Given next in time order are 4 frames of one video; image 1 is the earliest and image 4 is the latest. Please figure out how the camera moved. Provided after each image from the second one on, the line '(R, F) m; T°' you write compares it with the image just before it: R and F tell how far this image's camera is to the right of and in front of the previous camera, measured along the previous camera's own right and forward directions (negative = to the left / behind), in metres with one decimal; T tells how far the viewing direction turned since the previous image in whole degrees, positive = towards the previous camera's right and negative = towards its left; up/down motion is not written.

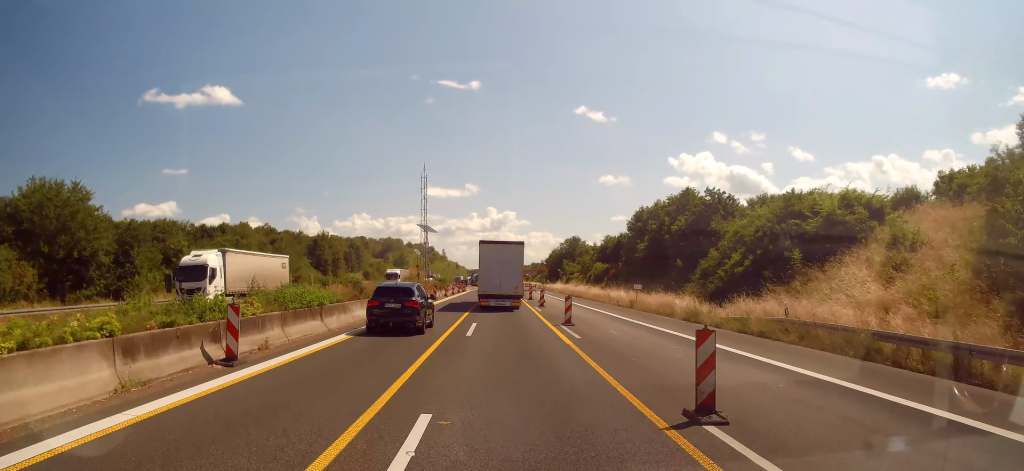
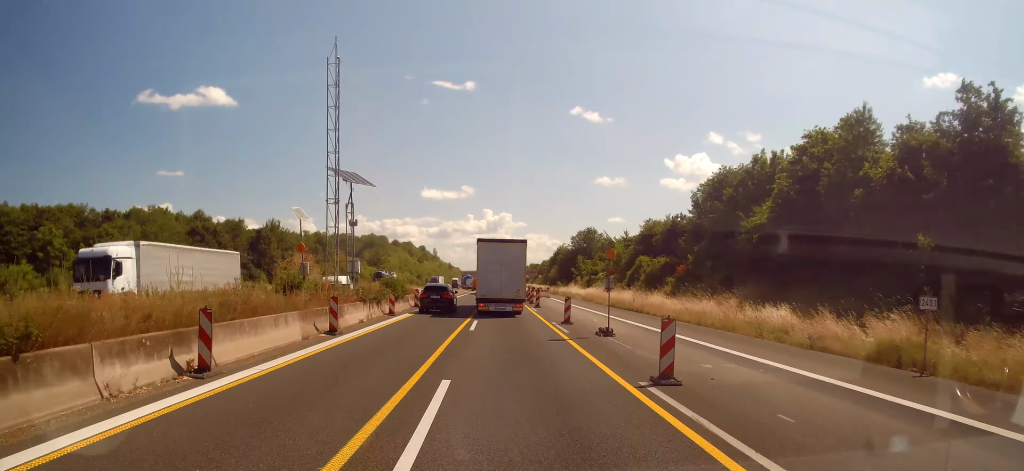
(+0.3, +32.3) m; 0°
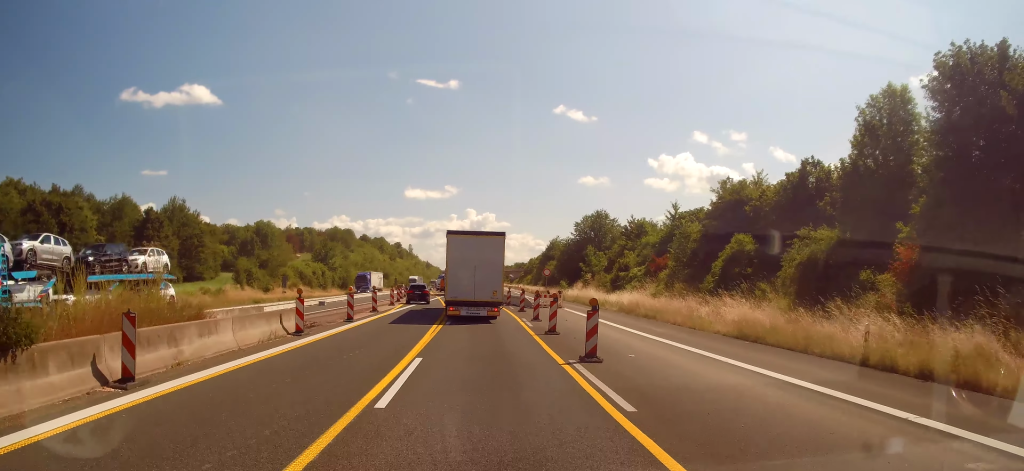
(-0.2, +31.9) m; +1°
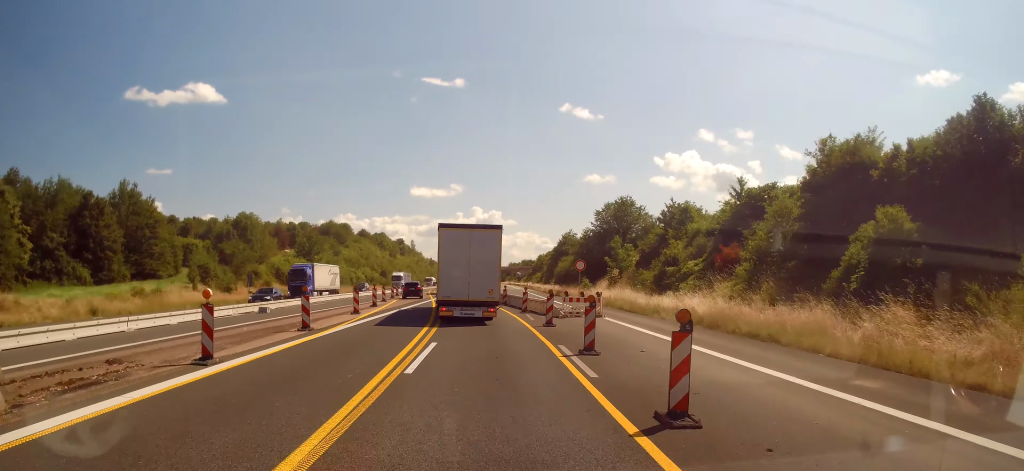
(+0.6, +14.6) m; 0°
